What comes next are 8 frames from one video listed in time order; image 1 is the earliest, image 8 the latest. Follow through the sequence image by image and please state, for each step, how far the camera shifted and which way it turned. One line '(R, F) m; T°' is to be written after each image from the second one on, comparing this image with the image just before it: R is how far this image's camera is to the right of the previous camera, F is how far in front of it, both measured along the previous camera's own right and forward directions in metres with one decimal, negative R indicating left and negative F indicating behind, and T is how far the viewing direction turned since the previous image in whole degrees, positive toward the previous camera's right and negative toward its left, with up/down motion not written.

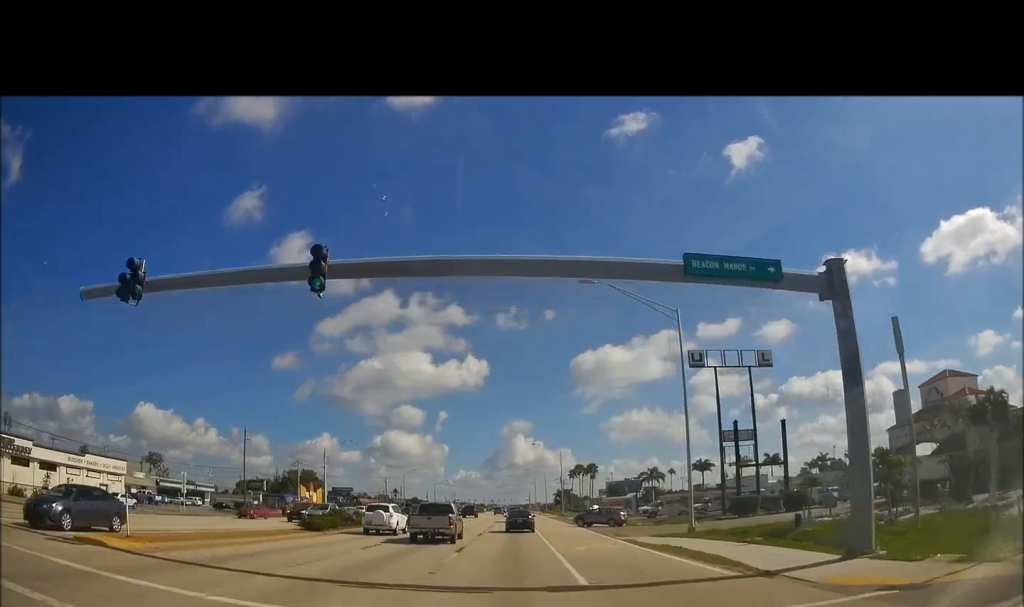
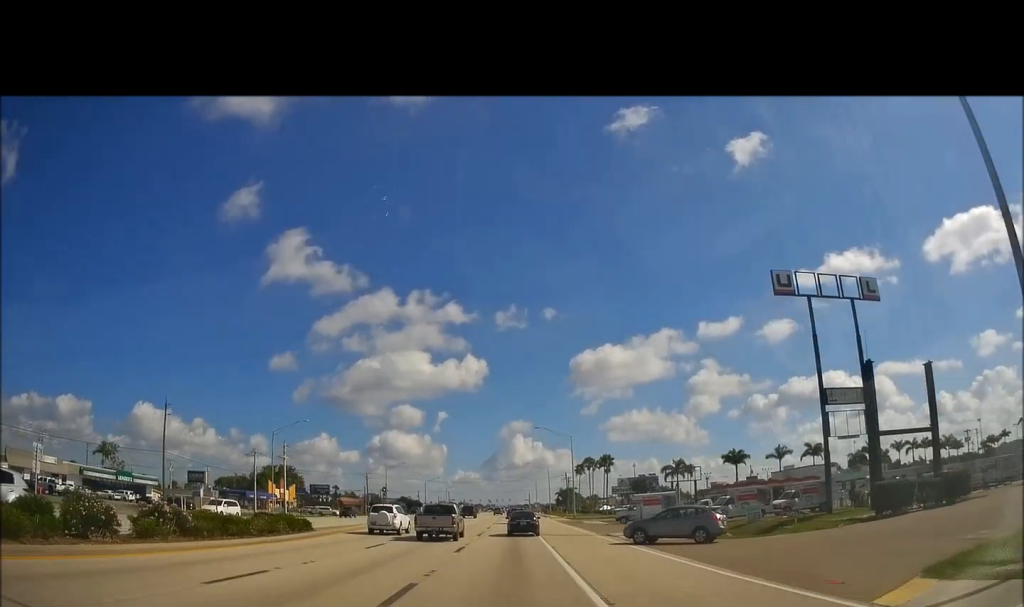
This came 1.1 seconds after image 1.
(0.0, +23.3) m; -1°
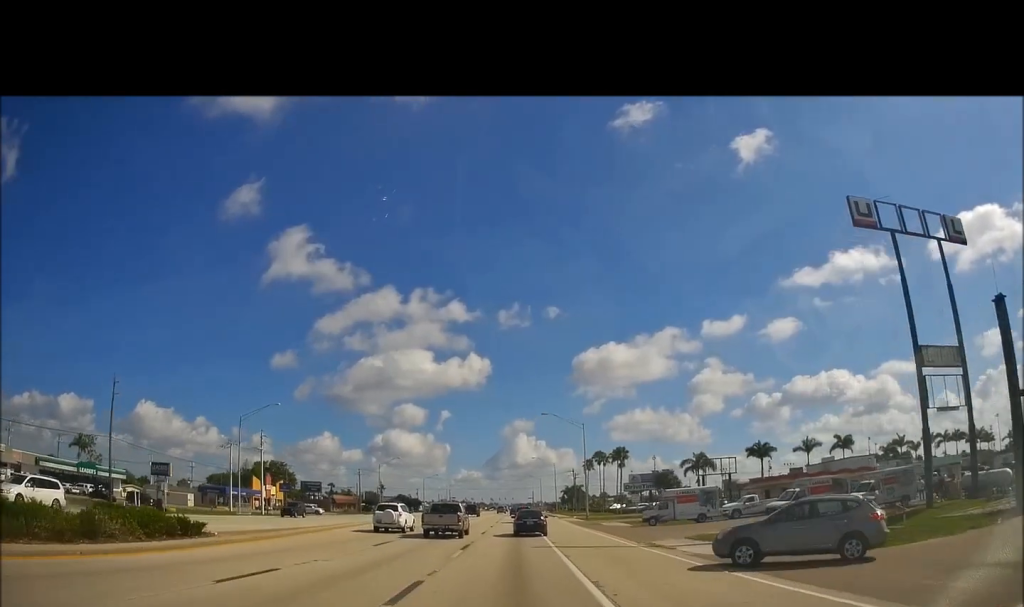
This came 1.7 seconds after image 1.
(-0.1, +11.7) m; -1°
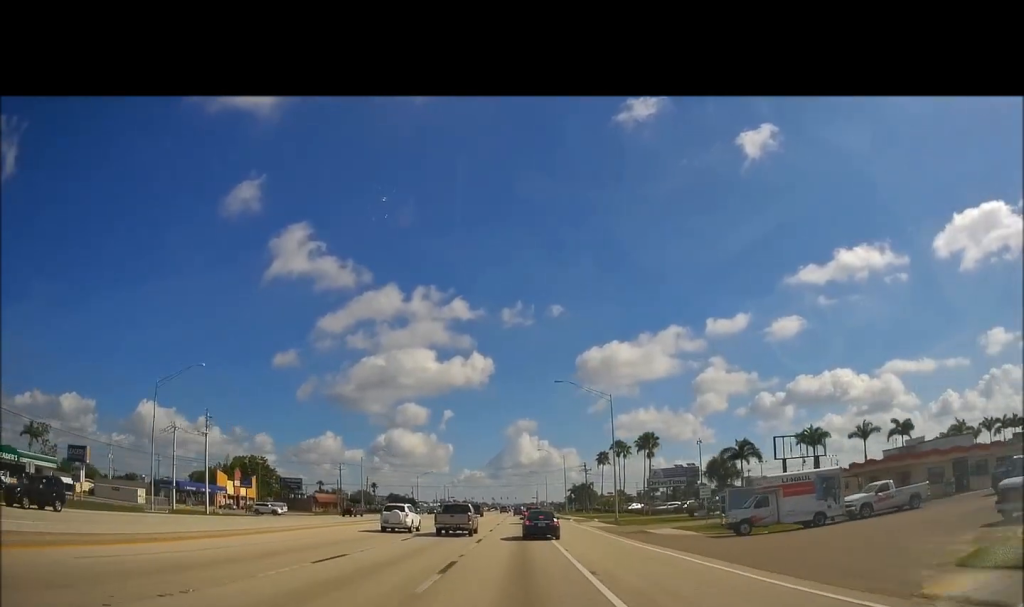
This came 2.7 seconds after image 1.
(0.0, +19.9) m; 0°
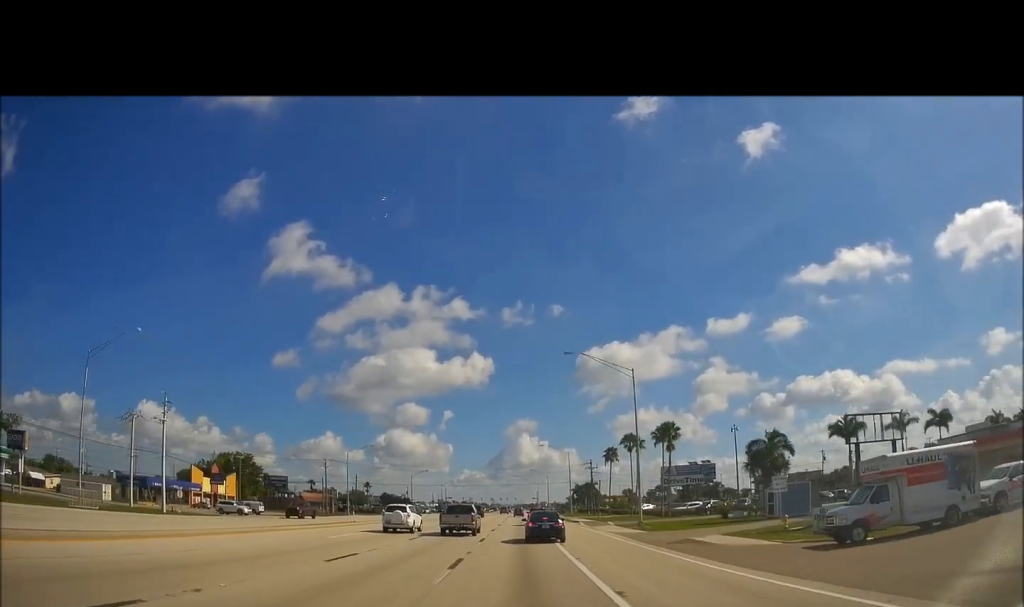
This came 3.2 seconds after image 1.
(0.0, +10.9) m; 0°
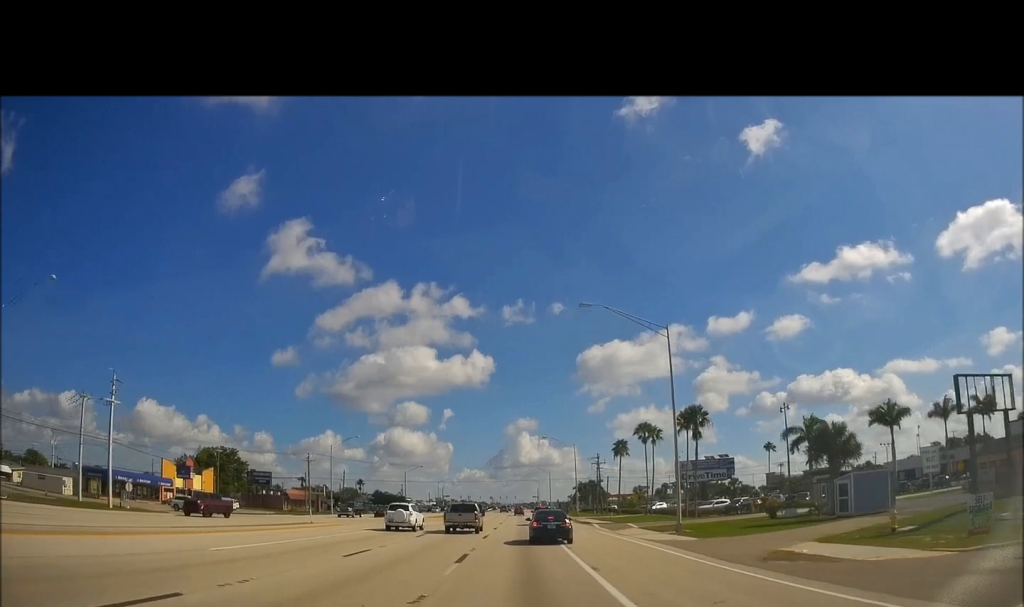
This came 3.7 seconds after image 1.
(0.0, +10.9) m; 0°
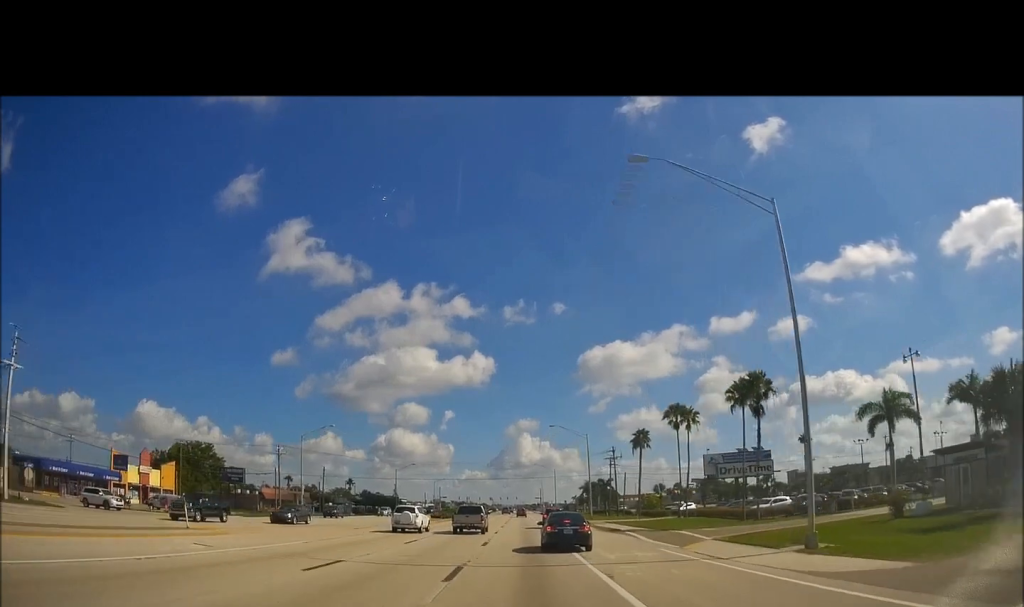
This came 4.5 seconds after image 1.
(-0.1, +16.2) m; +1°
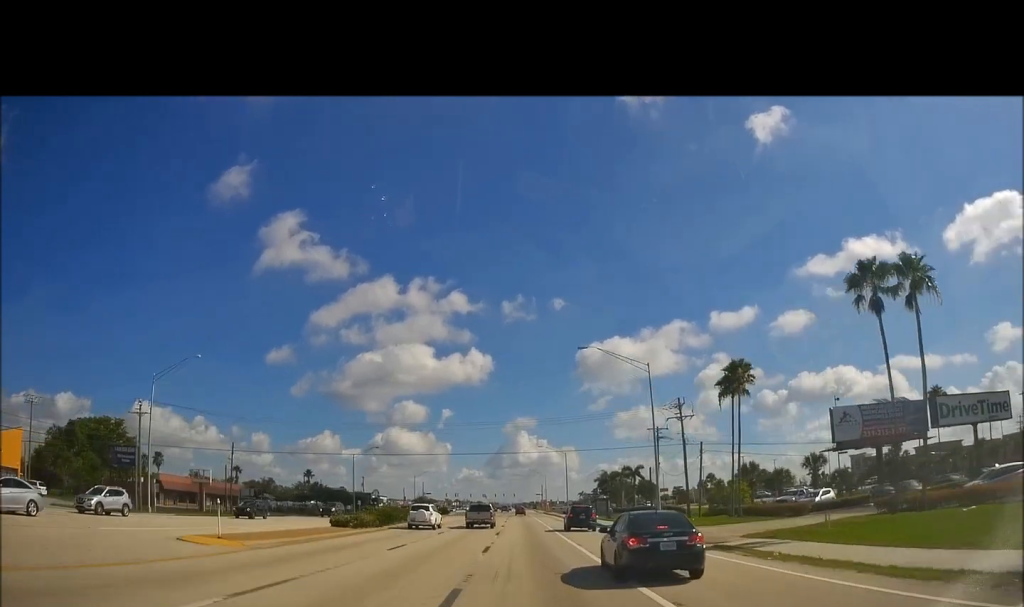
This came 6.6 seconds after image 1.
(+0.1, +41.5) m; -1°
